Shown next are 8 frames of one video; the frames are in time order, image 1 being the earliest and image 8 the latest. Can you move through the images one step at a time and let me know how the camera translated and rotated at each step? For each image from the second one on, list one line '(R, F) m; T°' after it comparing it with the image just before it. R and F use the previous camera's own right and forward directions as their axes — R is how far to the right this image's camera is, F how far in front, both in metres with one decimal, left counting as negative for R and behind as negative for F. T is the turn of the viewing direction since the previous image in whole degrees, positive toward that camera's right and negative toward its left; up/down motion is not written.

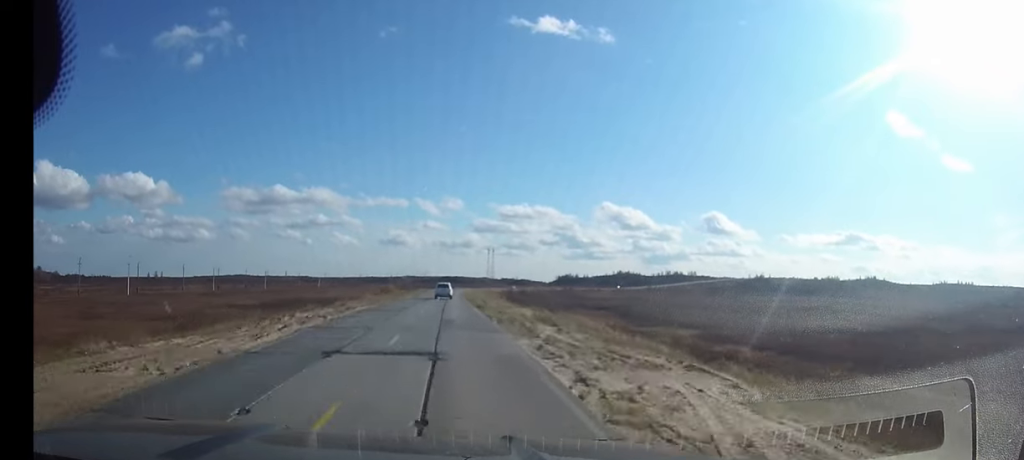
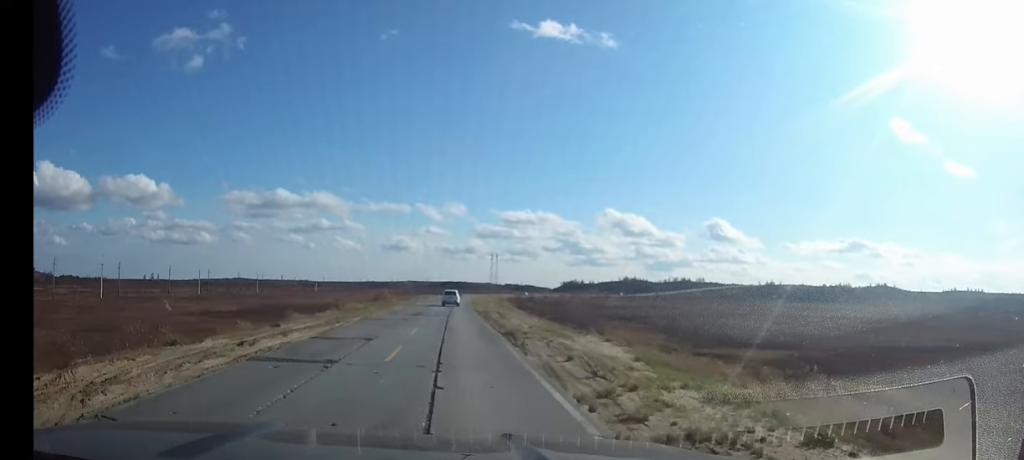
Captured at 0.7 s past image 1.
(0.0, +17.3) m; 0°
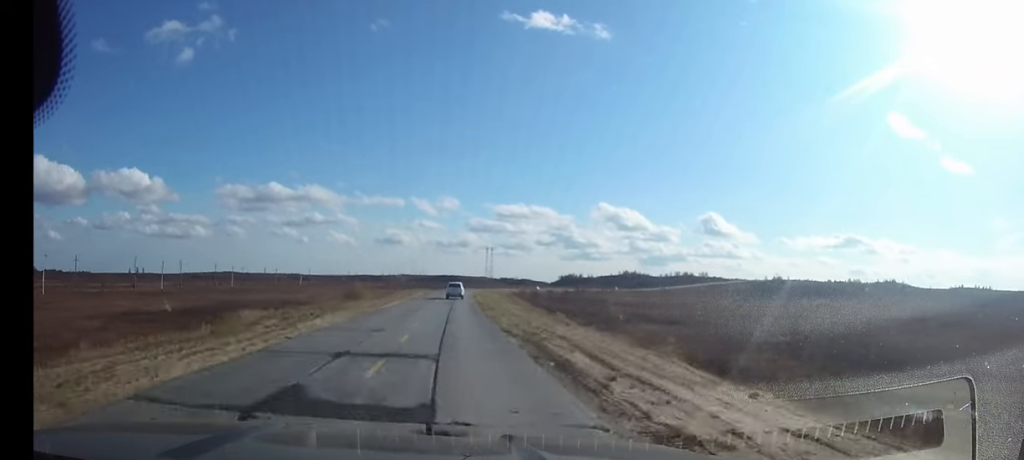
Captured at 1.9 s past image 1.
(+0.2, +29.1) m; +1°
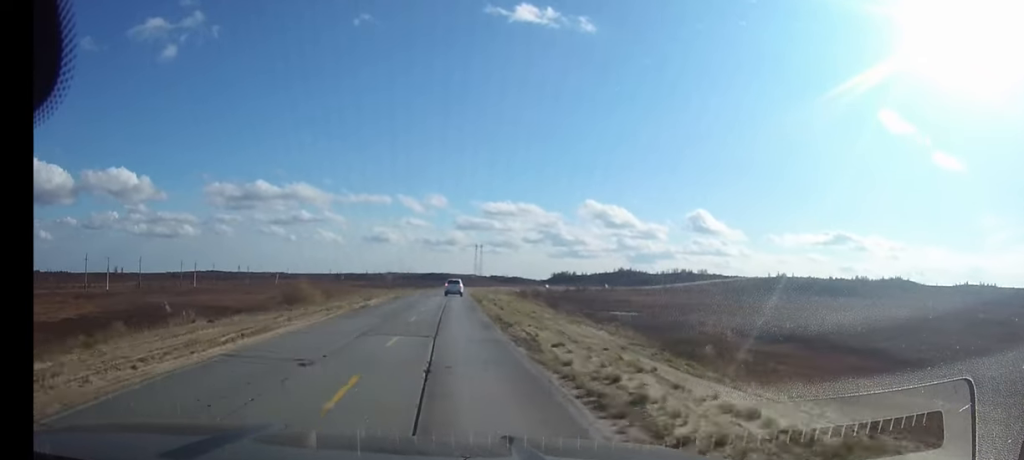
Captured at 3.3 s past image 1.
(+0.2, +31.1) m; +1°
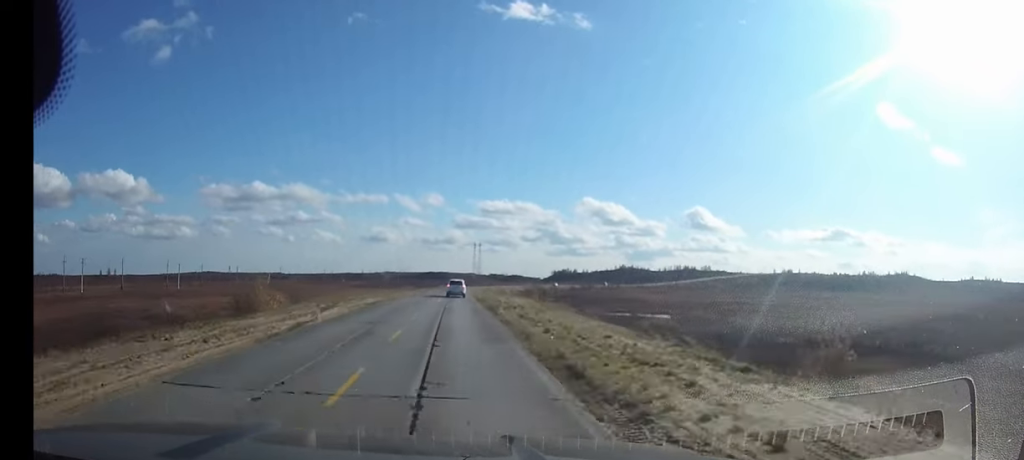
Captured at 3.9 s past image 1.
(+0.1, +13.7) m; 0°
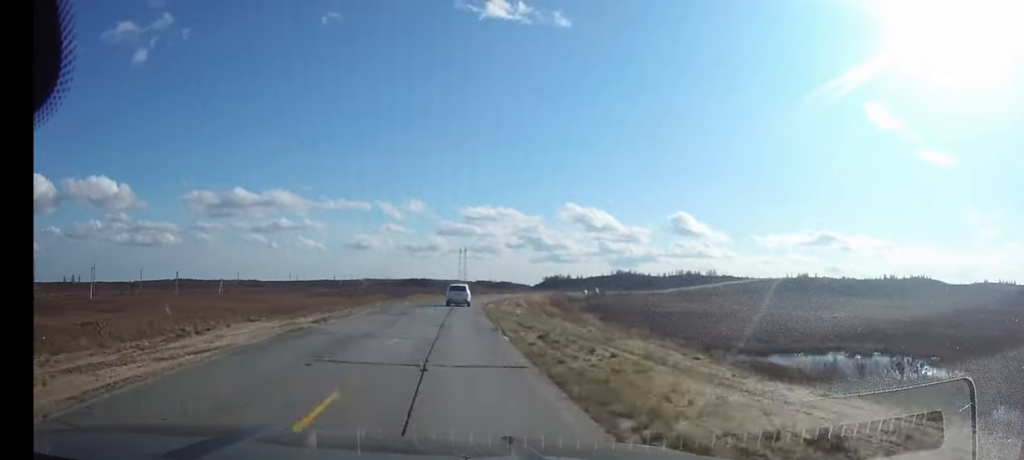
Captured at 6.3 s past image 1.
(+0.8, +55.5) m; +2°
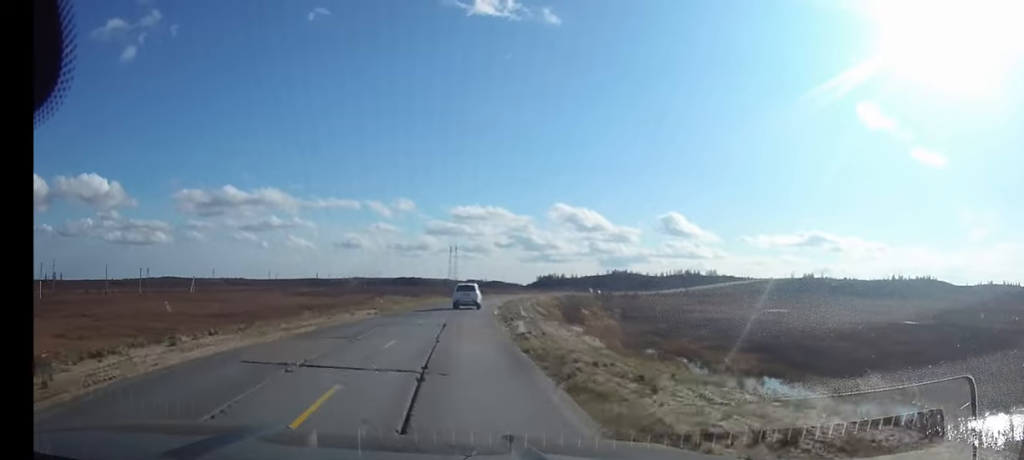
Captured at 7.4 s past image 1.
(+0.2, +23.5) m; +2°
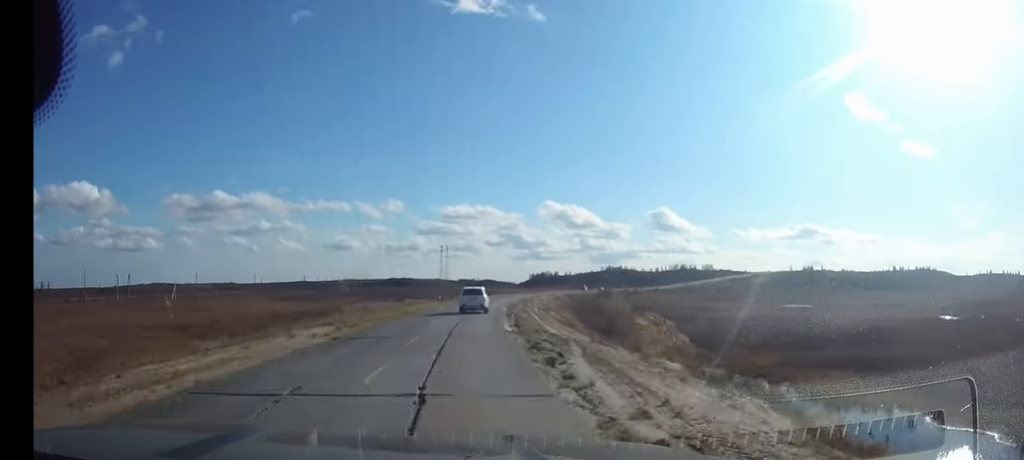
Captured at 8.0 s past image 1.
(+0.2, +12.4) m; +1°
